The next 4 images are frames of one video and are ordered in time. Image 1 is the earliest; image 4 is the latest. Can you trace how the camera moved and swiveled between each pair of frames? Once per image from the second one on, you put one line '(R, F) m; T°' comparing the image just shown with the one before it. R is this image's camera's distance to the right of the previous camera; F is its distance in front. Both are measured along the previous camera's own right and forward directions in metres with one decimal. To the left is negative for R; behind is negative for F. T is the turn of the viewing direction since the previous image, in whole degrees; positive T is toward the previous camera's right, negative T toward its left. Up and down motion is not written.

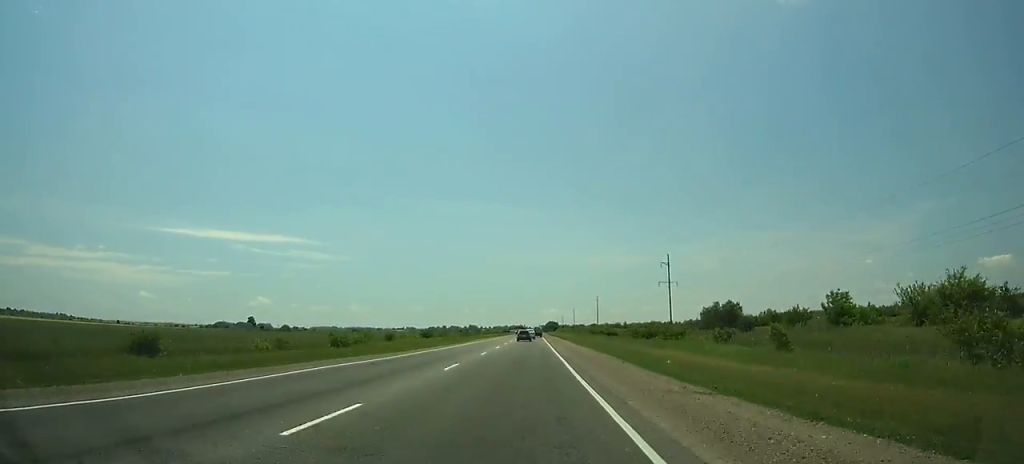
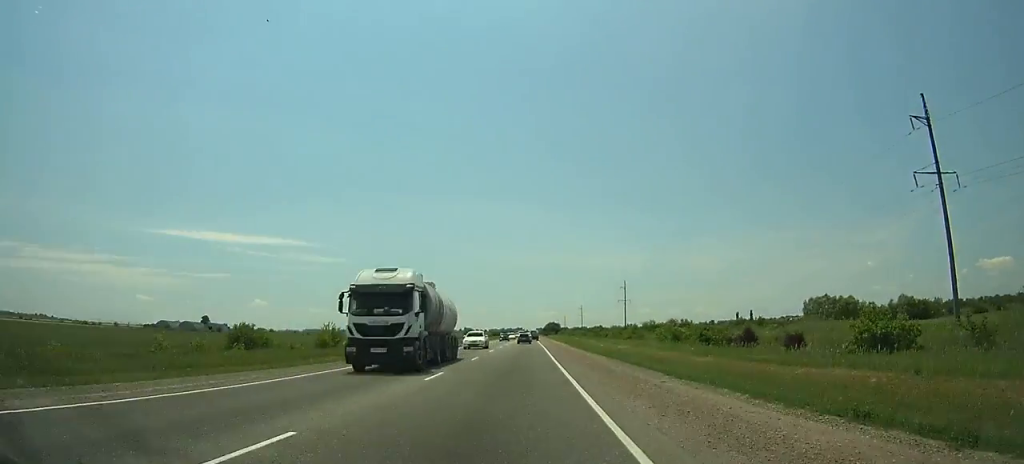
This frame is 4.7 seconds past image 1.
(-0.2, +110.6) m; 0°
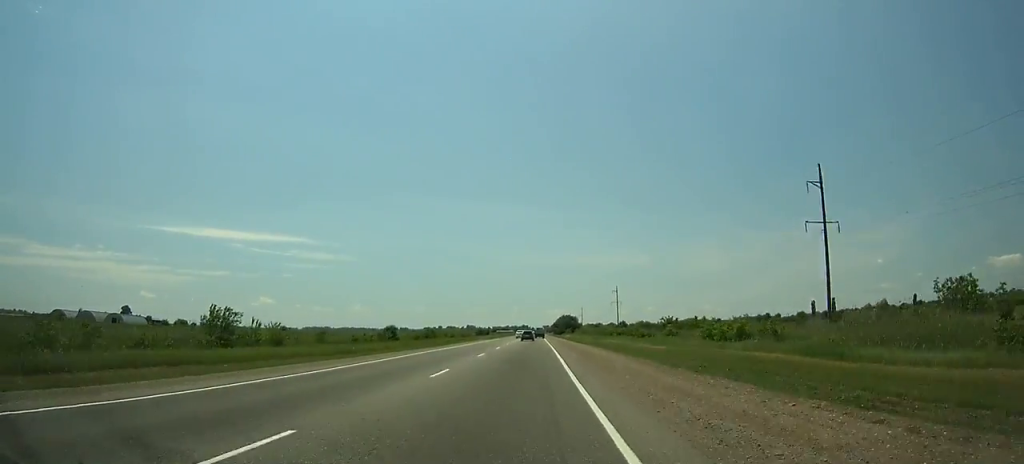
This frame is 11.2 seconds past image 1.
(-0.2, +155.8) m; 0°
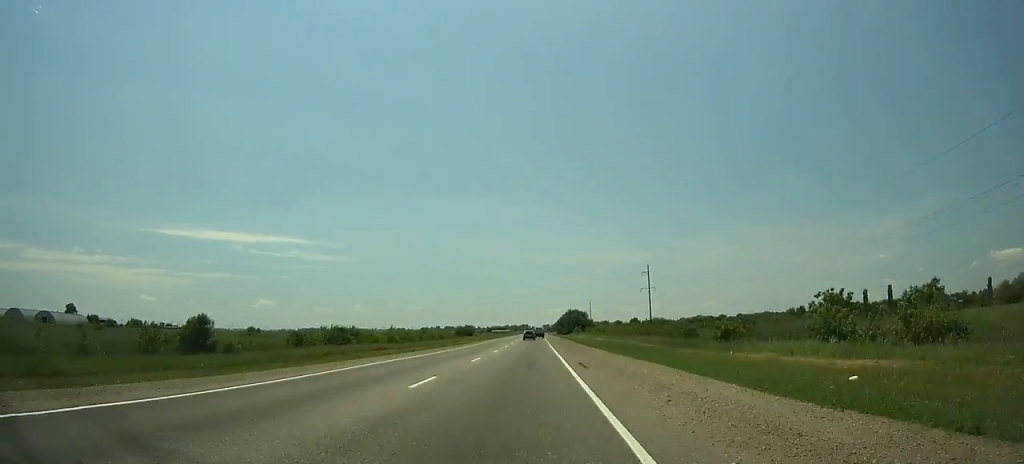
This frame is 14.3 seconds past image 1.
(+0.1, +75.4) m; 0°
